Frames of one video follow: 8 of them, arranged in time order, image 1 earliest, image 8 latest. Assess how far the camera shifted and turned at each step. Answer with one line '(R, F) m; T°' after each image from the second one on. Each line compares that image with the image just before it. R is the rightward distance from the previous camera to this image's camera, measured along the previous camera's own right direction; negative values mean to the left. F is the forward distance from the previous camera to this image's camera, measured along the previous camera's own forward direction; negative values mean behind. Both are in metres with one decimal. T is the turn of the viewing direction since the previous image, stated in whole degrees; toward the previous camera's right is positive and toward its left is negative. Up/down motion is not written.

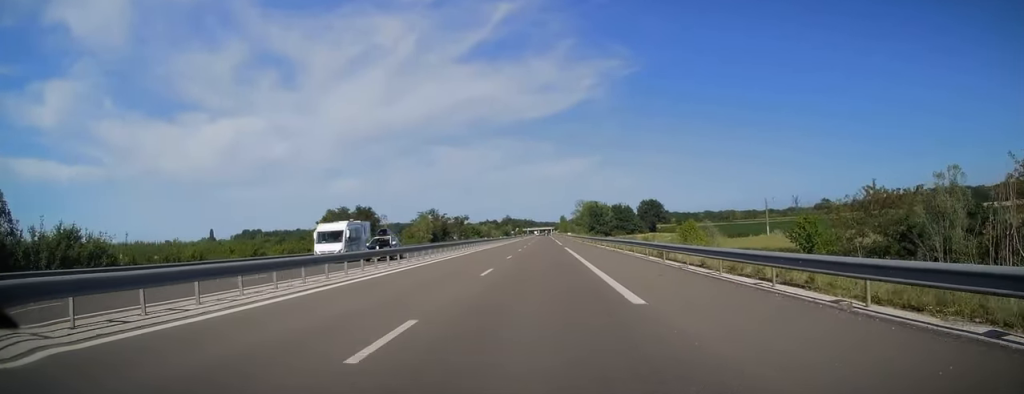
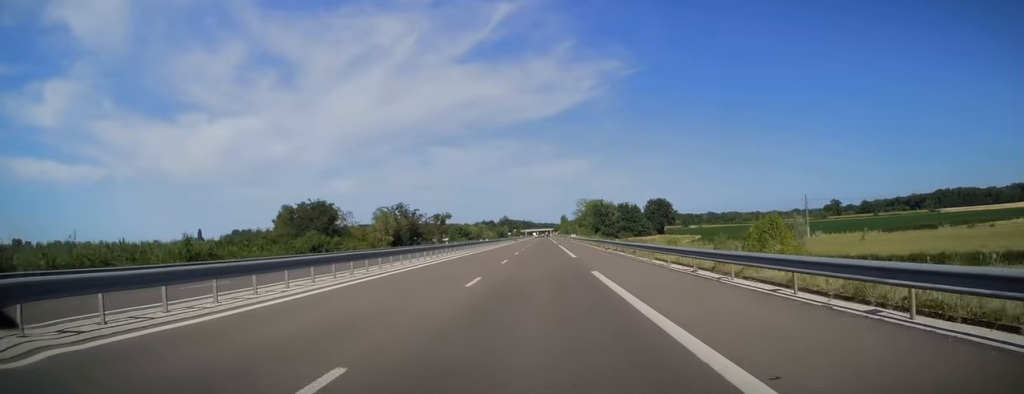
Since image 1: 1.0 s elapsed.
(0.0, +29.1) m; 0°
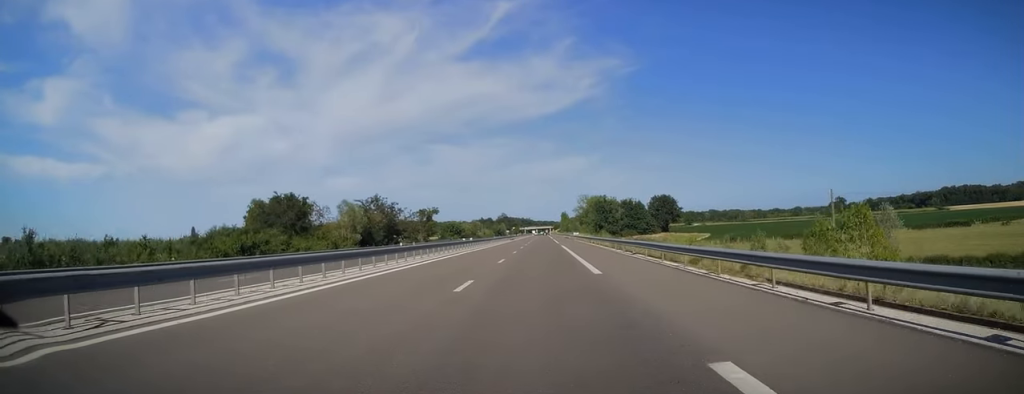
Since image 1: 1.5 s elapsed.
(0.0, +14.8) m; 0°
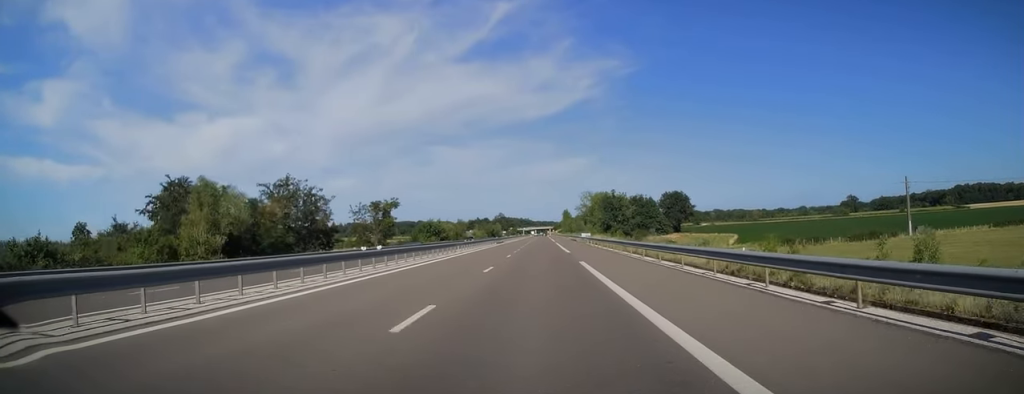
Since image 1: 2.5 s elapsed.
(+0.1, +31.7) m; +1°
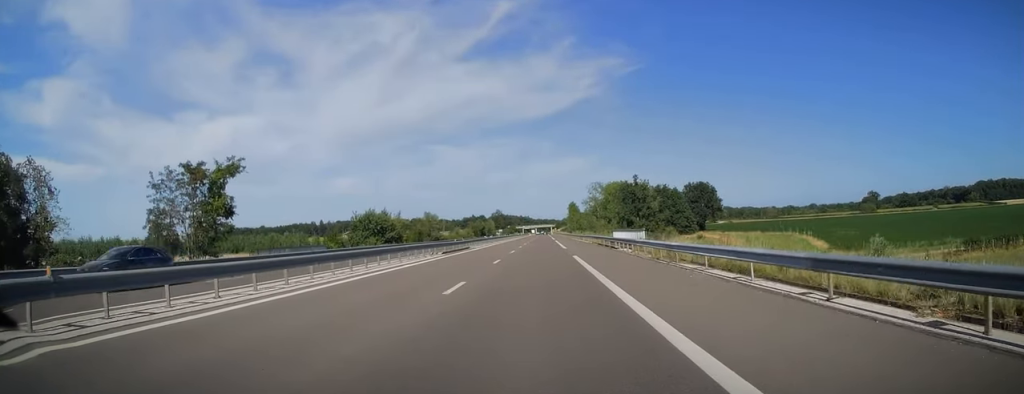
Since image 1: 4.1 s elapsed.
(0.0, +47.0) m; -1°
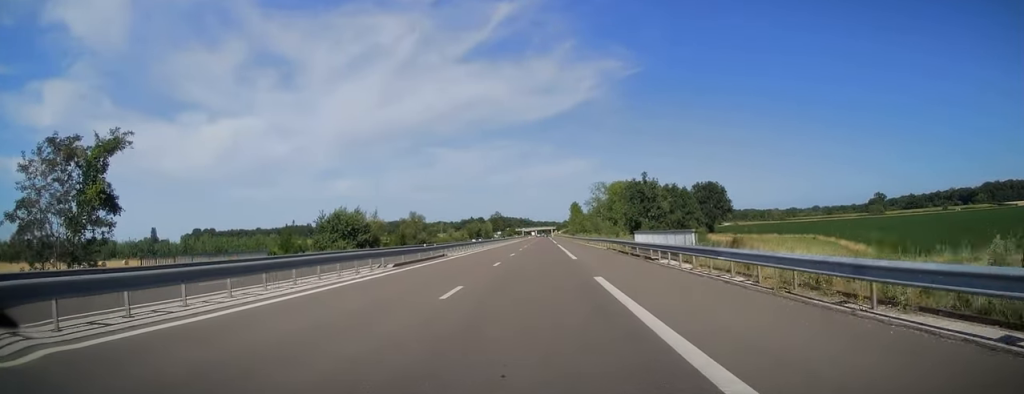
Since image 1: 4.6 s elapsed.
(0.0, +13.3) m; 0°
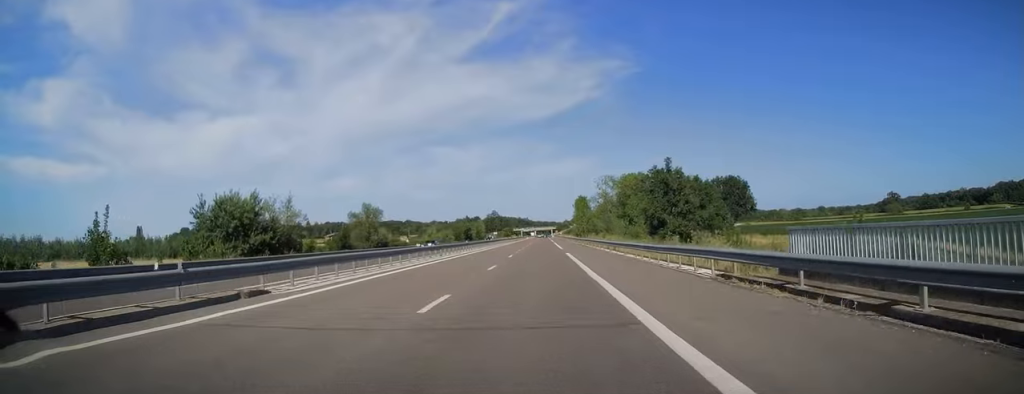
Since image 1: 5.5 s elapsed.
(0.0, +28.1) m; 0°
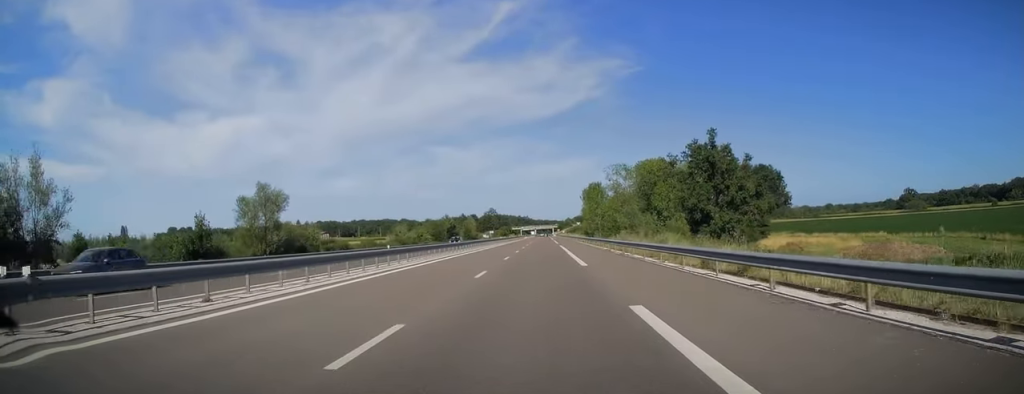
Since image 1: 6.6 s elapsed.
(0.0, +30.5) m; 0°
